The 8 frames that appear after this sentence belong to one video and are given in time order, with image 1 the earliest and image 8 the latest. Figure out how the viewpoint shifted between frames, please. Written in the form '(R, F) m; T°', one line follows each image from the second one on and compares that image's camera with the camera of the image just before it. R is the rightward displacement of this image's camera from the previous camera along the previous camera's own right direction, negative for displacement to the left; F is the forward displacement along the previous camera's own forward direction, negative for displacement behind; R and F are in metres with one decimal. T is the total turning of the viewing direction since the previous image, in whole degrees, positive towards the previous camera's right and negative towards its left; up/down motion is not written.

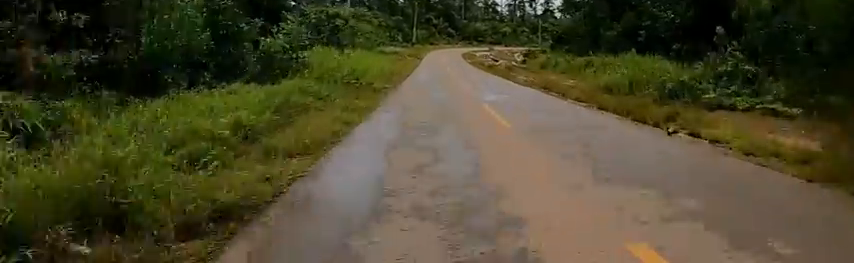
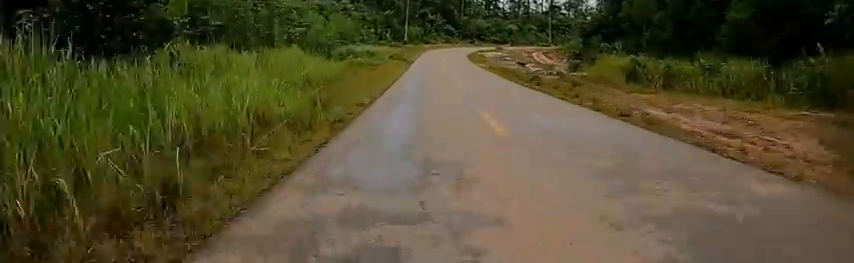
(0.0, +16.3) m; +2°
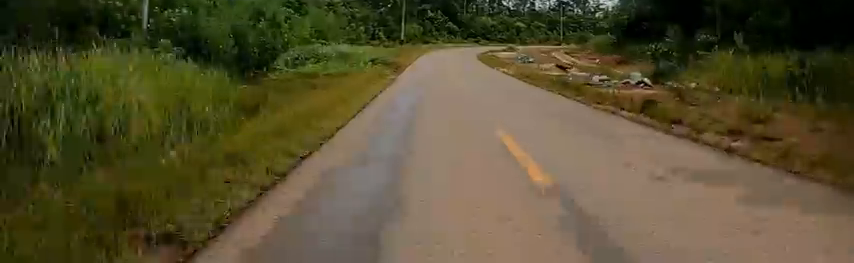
(+0.1, +10.2) m; +2°
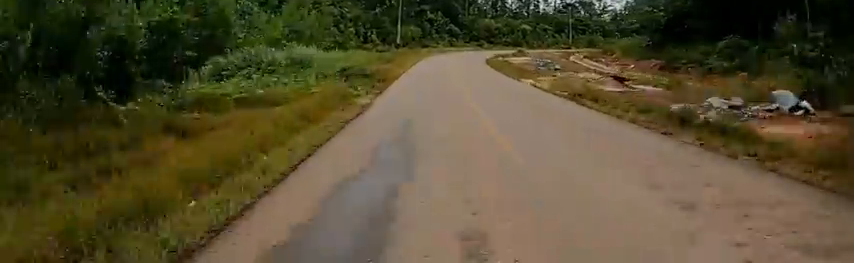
(+0.5, +7.4) m; 0°
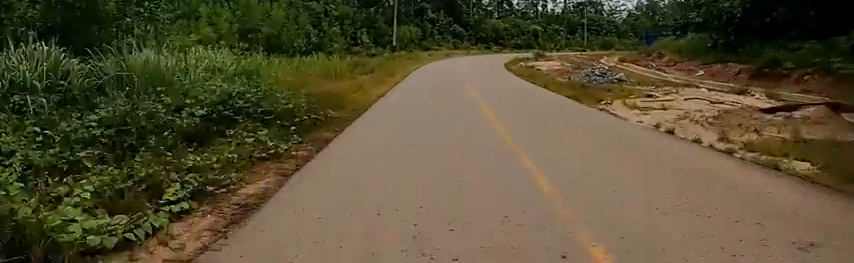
(-0.1, +9.3) m; 0°
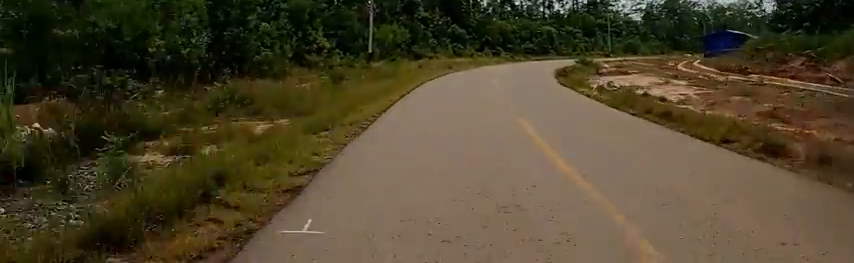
(0.0, +16.6) m; +7°
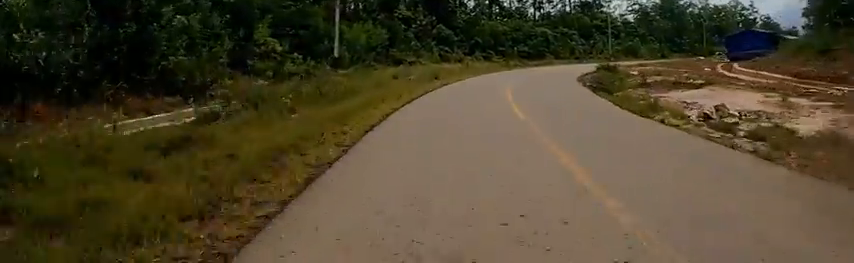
(+0.1, +7.2) m; +7°
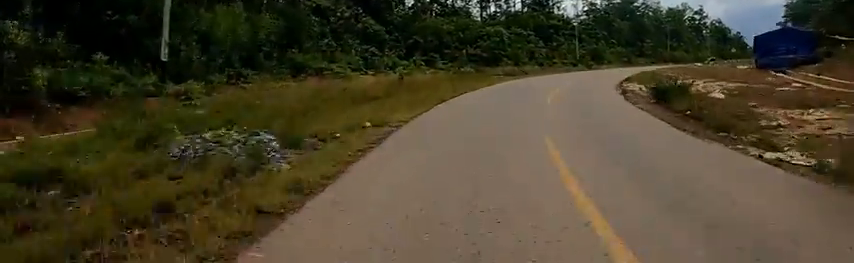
(+2.1, +13.7) m; +16°
